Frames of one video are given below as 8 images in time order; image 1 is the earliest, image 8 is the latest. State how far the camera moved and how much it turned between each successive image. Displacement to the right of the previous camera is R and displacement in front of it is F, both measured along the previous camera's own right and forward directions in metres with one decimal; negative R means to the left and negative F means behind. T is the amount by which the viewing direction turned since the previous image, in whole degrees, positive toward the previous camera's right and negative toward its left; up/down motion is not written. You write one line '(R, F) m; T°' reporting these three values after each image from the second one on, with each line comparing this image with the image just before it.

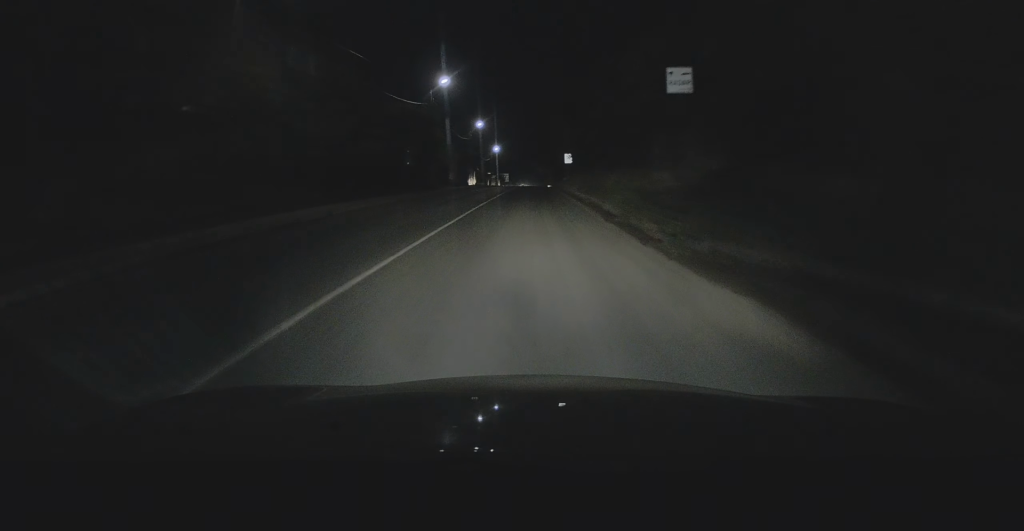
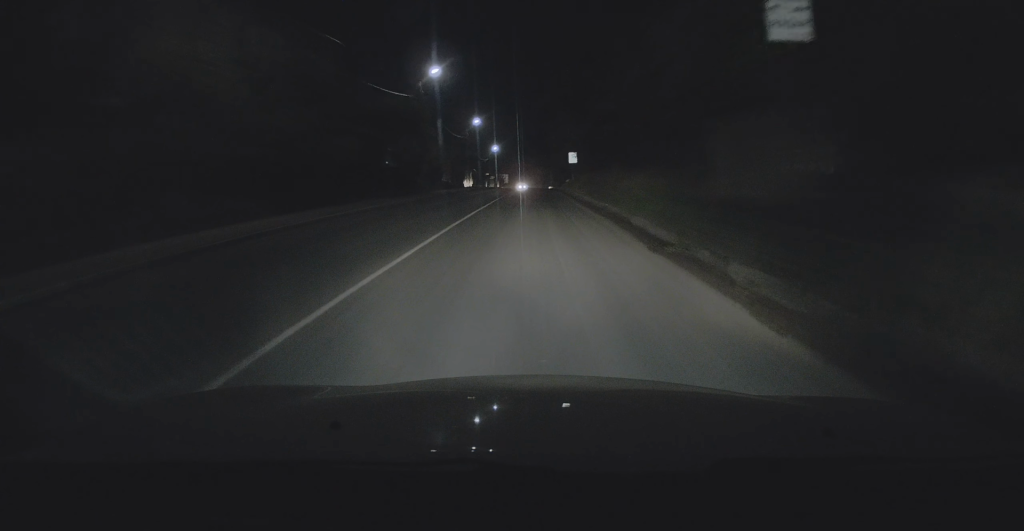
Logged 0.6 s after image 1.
(0.0, +6.0) m; 0°
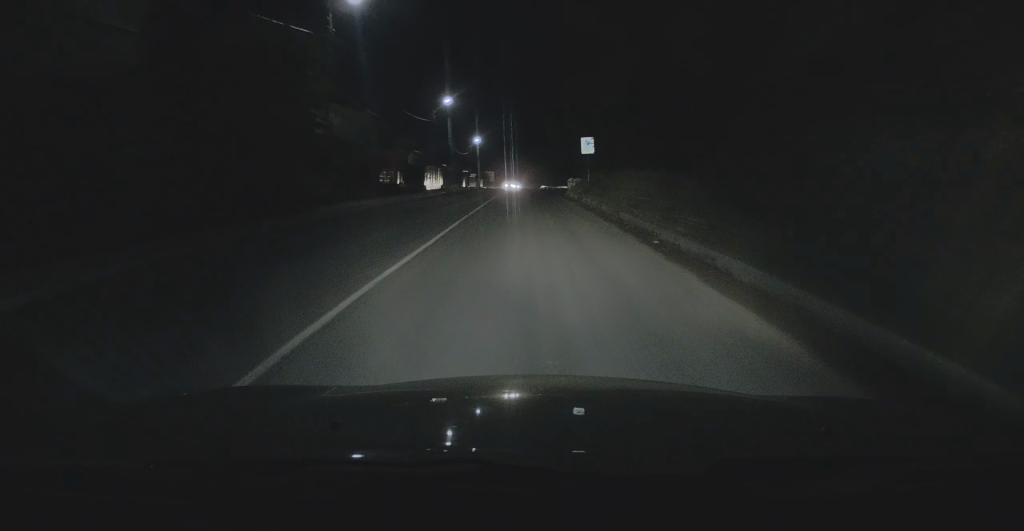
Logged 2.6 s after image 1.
(+0.3, +22.0) m; +1°
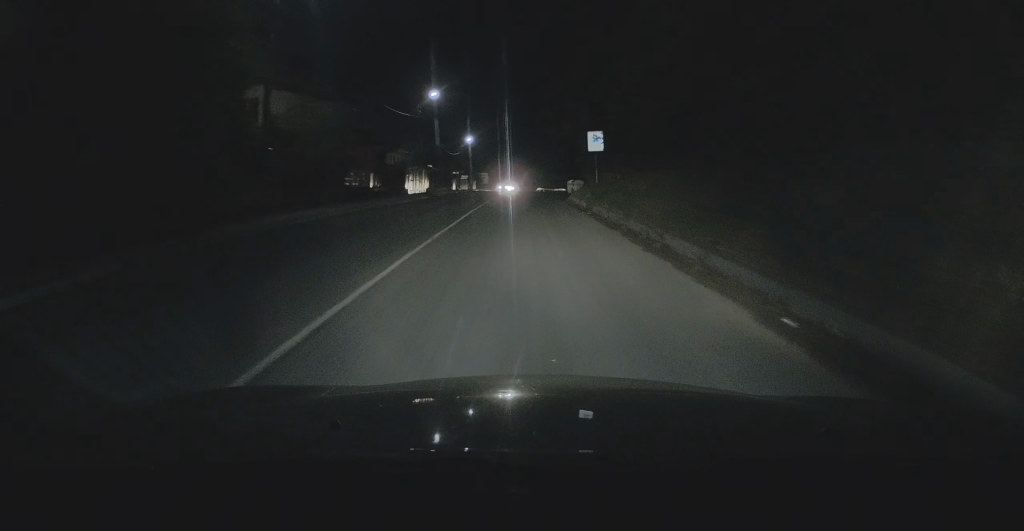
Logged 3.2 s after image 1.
(-0.1, +6.9) m; 0°
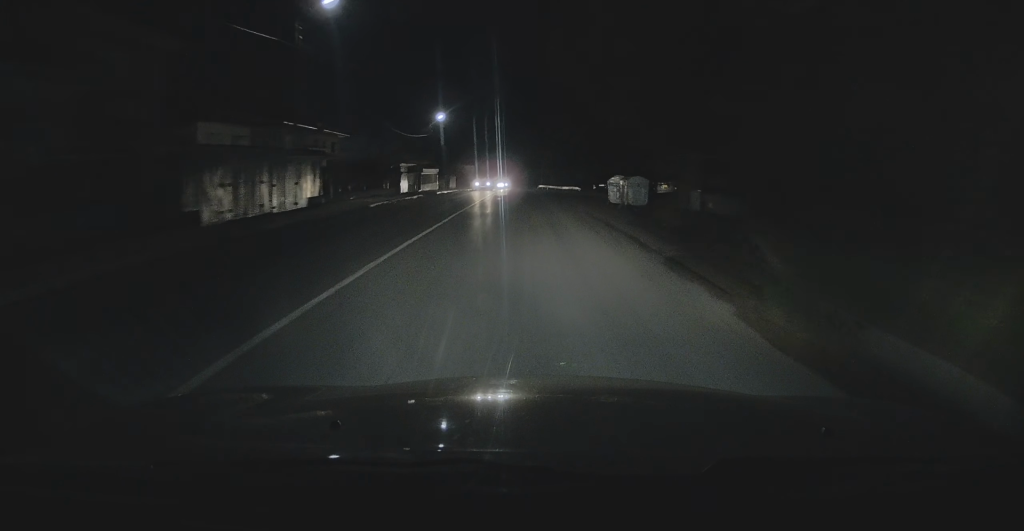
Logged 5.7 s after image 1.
(+0.2, +30.8) m; 0°
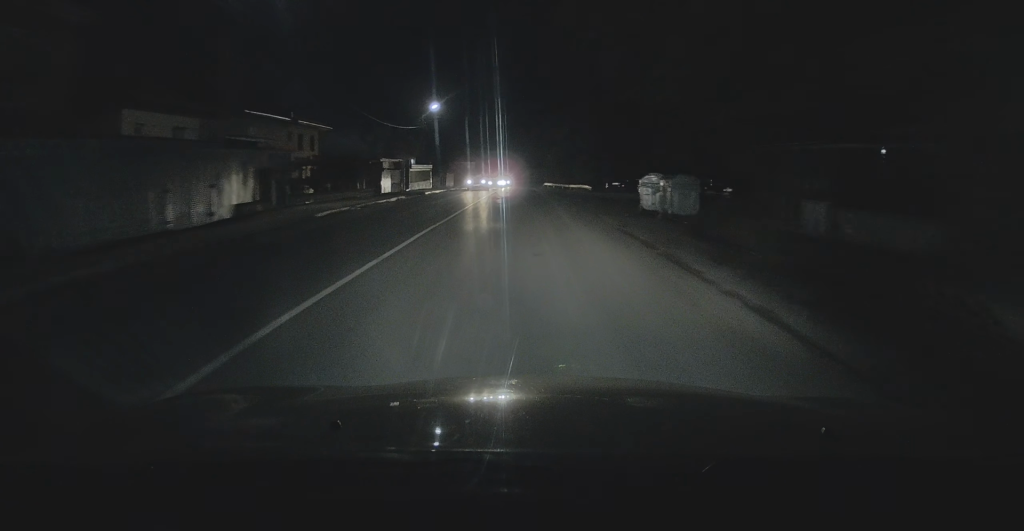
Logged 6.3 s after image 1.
(0.0, +7.0) m; 0°
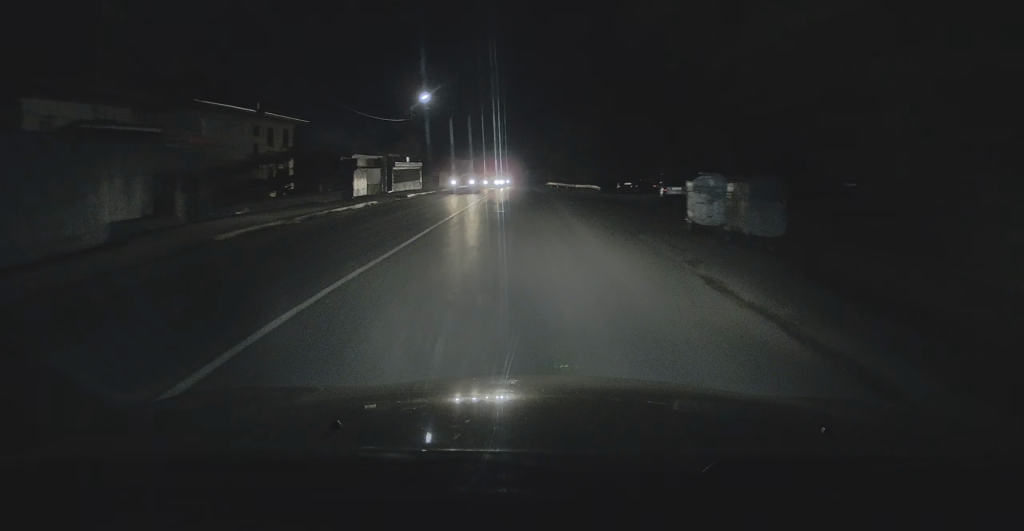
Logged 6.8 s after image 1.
(0.0, +6.6) m; 0°
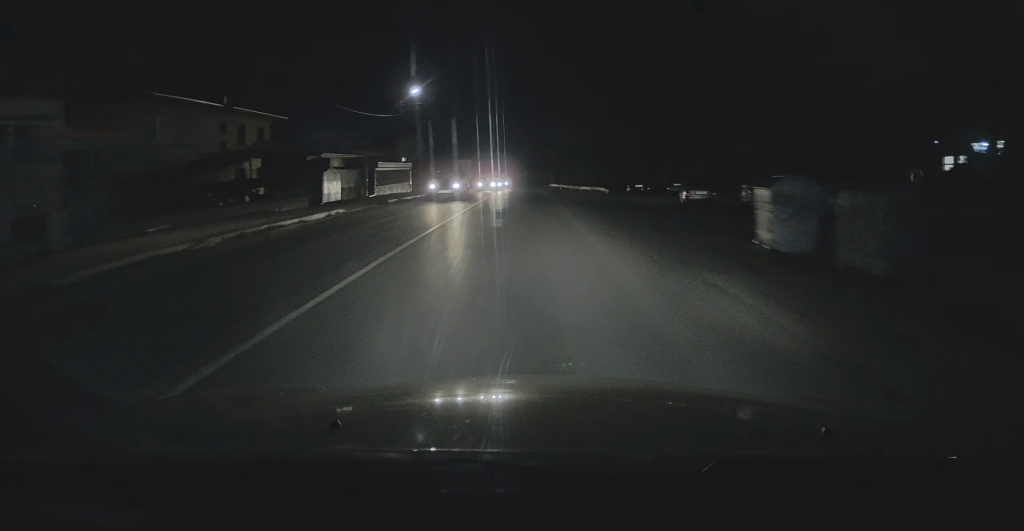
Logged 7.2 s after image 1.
(0.0, +5.0) m; 0°
